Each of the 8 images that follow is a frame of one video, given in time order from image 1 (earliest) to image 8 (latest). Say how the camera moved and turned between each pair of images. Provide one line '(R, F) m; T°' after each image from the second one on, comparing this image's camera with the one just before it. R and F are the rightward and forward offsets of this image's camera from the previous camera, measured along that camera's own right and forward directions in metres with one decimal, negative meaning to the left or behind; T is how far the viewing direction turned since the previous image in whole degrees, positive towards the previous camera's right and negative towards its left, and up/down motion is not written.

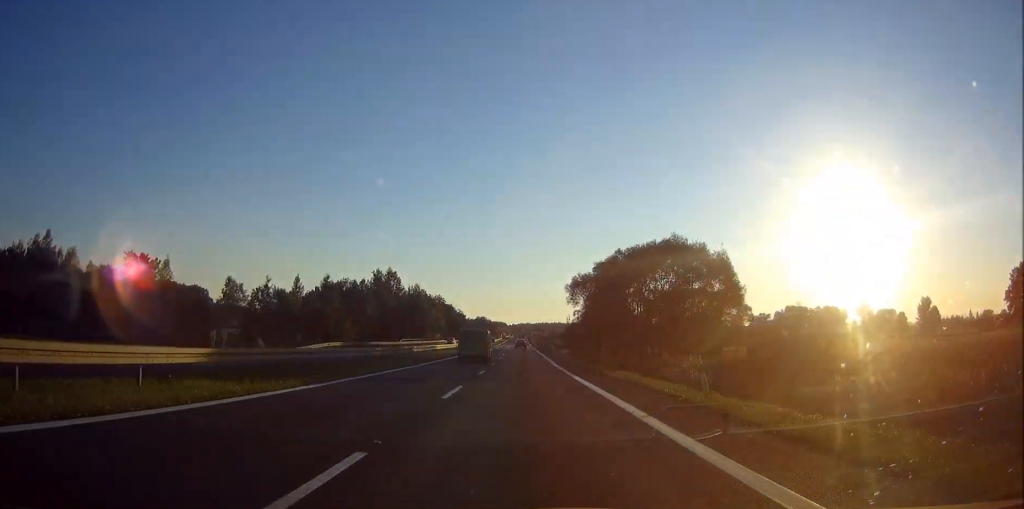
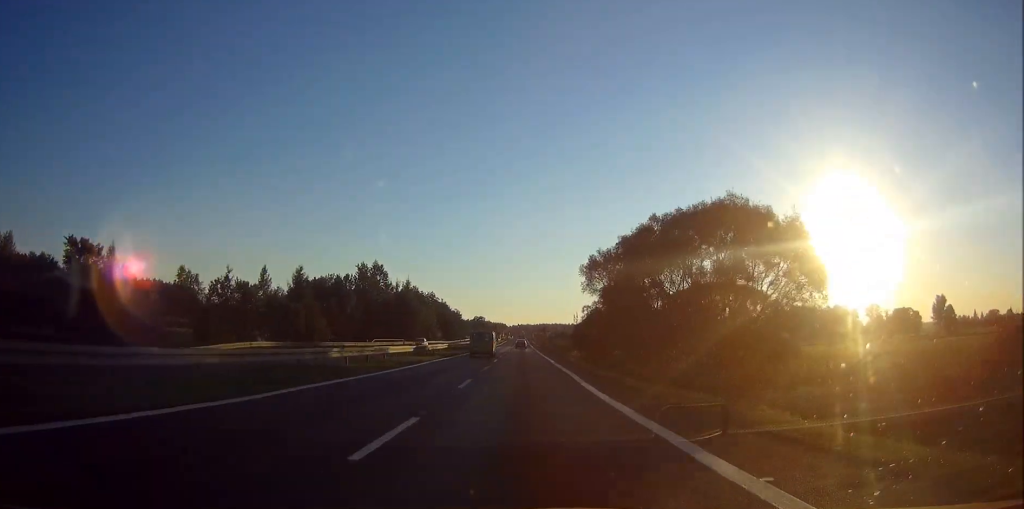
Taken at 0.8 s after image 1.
(0.0, +19.2) m; 0°
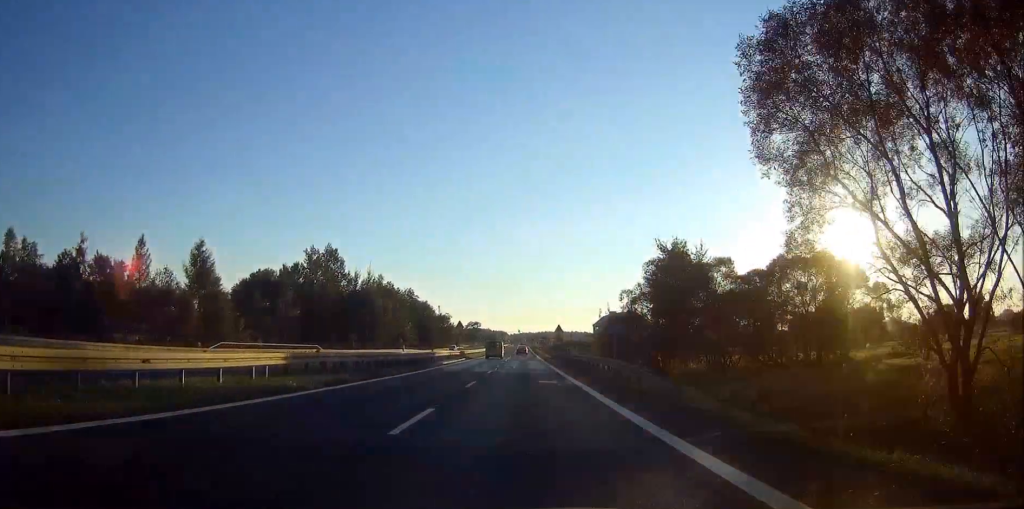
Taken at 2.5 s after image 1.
(+0.1, +44.0) m; 0°
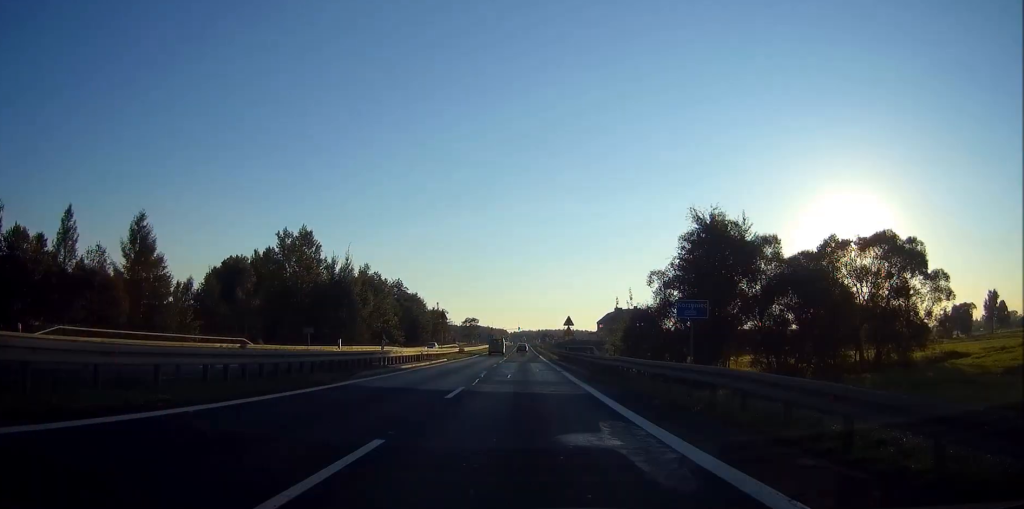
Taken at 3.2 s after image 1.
(-0.1, +16.5) m; 0°
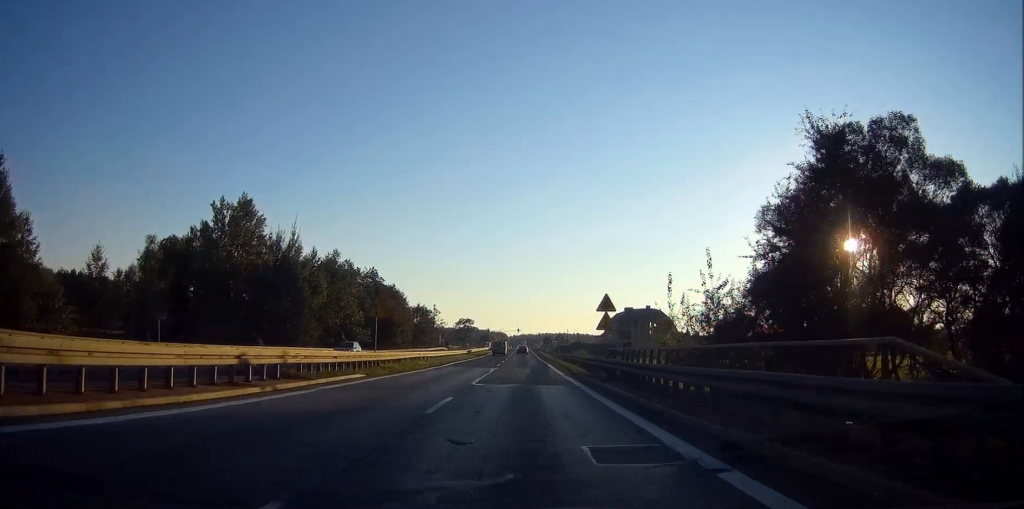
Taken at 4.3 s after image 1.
(0.0, +27.1) m; 0°
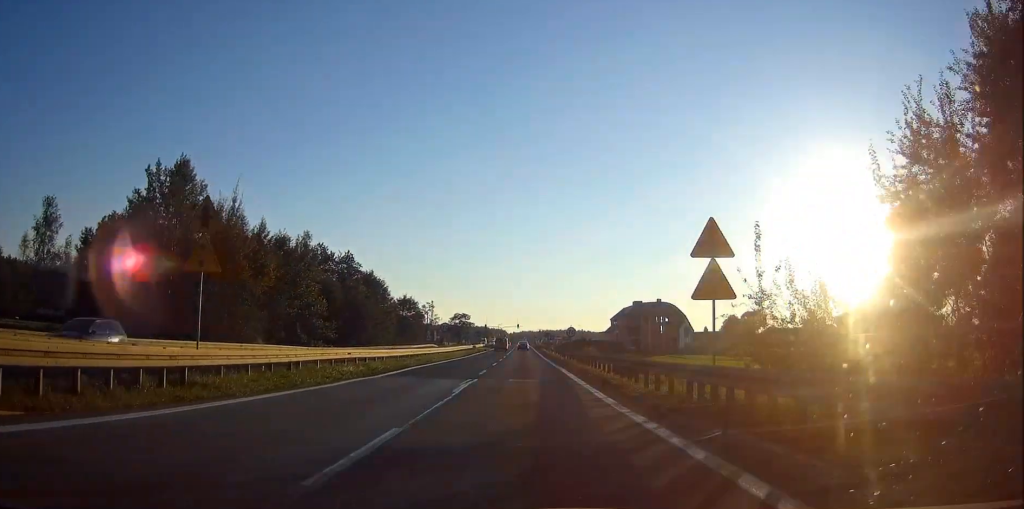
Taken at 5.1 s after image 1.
(0.0, +18.8) m; 0°
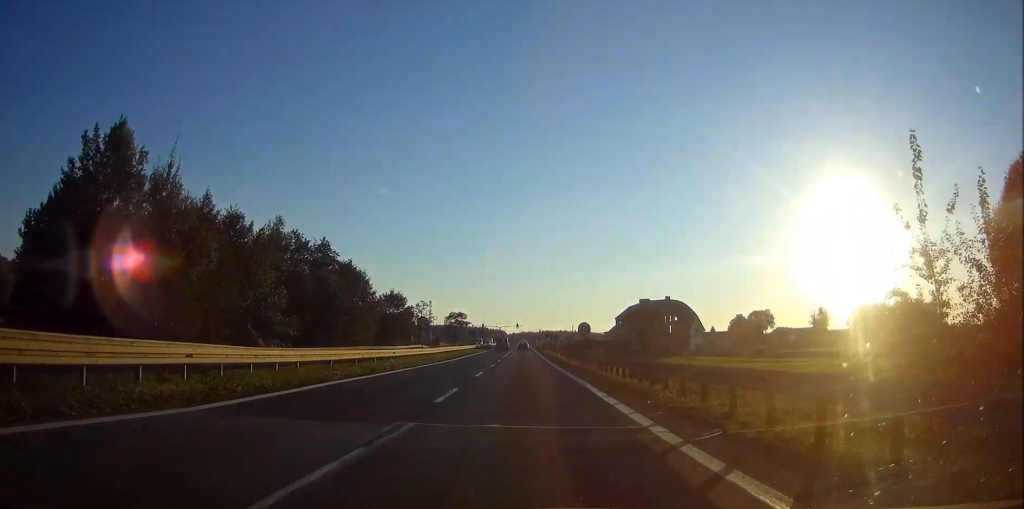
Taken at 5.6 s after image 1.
(0.0, +13.8) m; 0°
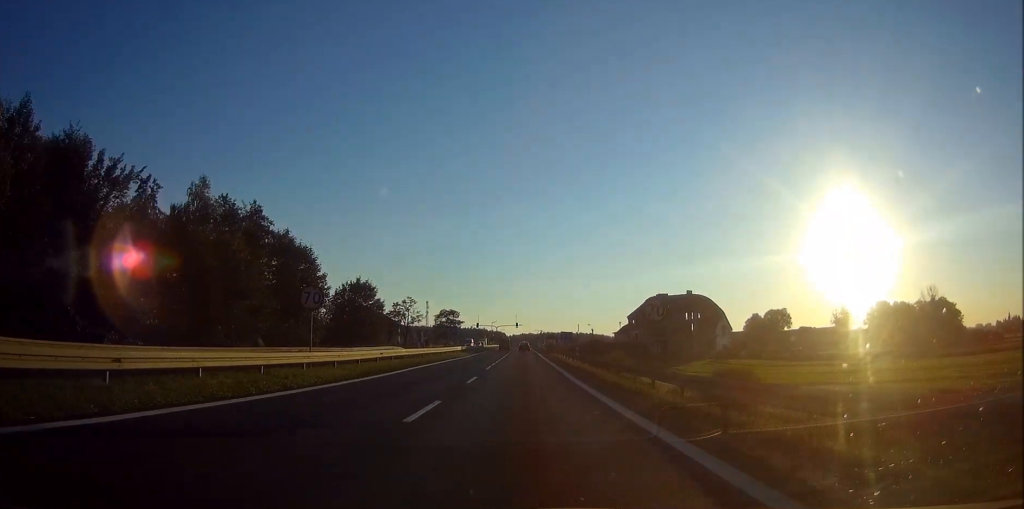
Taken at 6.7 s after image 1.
(0.0, +26.0) m; 0°
